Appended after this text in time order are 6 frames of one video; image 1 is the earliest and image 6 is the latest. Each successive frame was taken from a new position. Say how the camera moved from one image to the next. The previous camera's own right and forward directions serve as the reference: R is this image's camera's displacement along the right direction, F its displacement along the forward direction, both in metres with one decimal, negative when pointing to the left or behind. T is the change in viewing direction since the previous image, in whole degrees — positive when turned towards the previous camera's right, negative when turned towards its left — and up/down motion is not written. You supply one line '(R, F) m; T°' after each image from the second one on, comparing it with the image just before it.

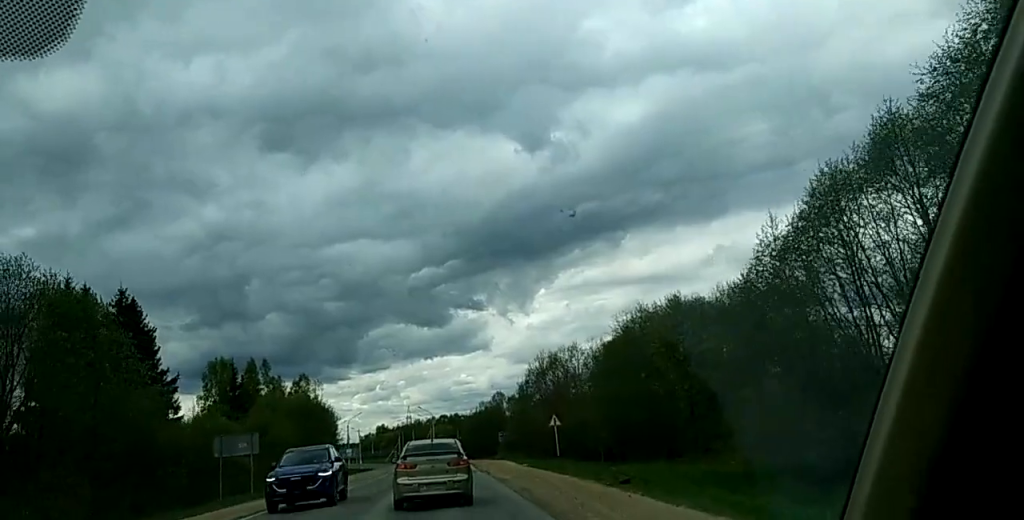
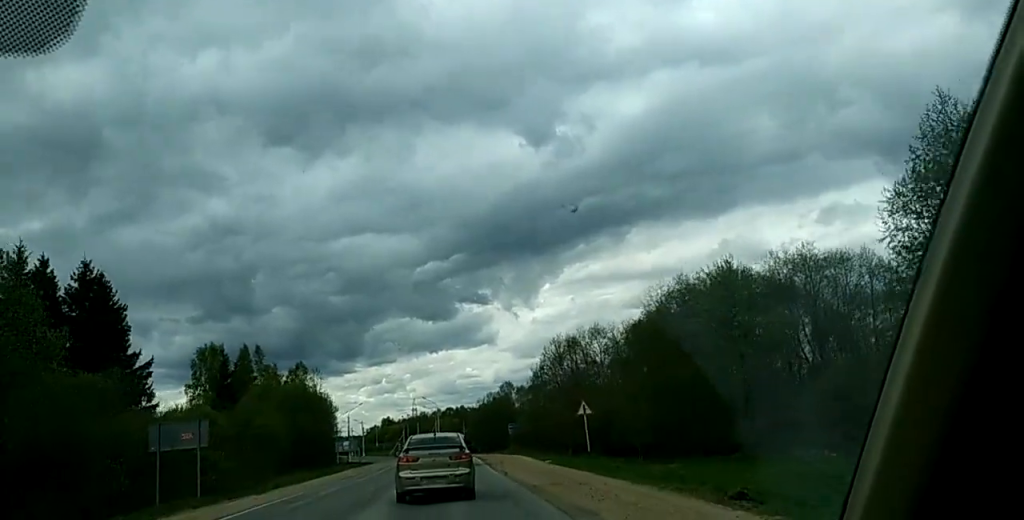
(+0.2, +9.9) m; 0°
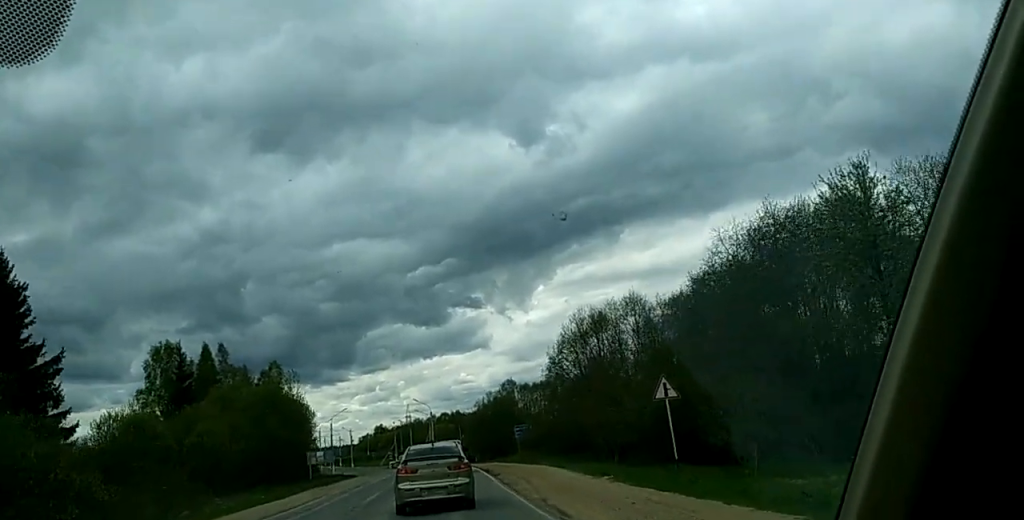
(-0.3, +16.5) m; 0°
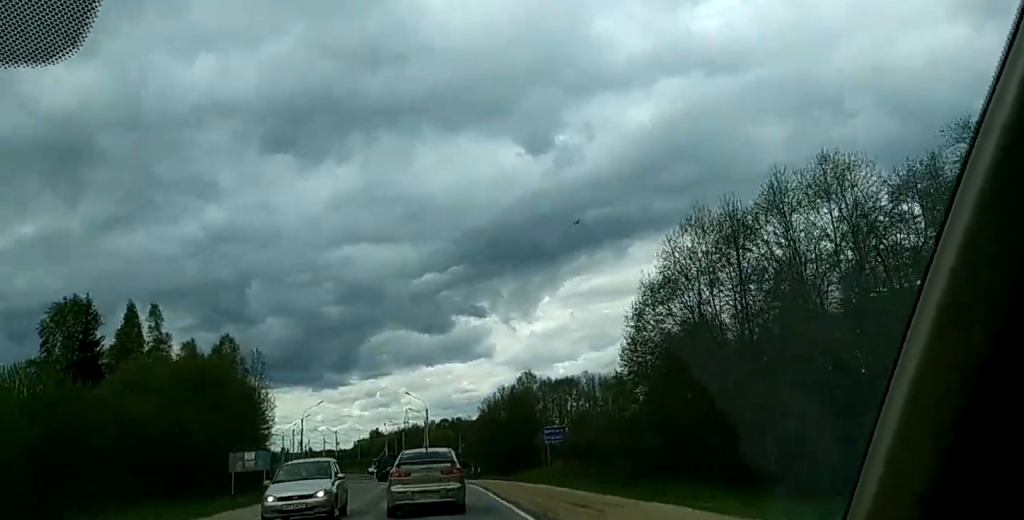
(0.0, +29.1) m; 0°
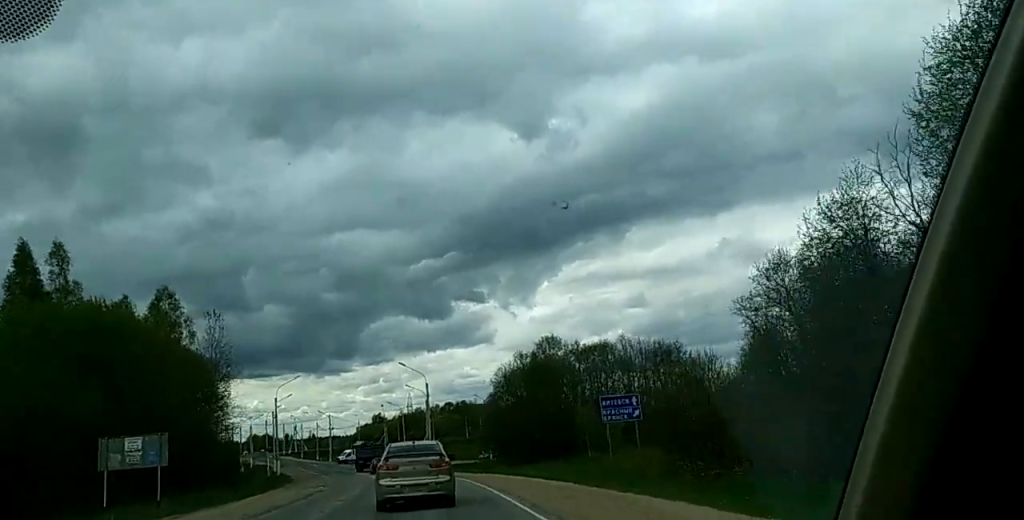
(-0.3, +21.3) m; 0°
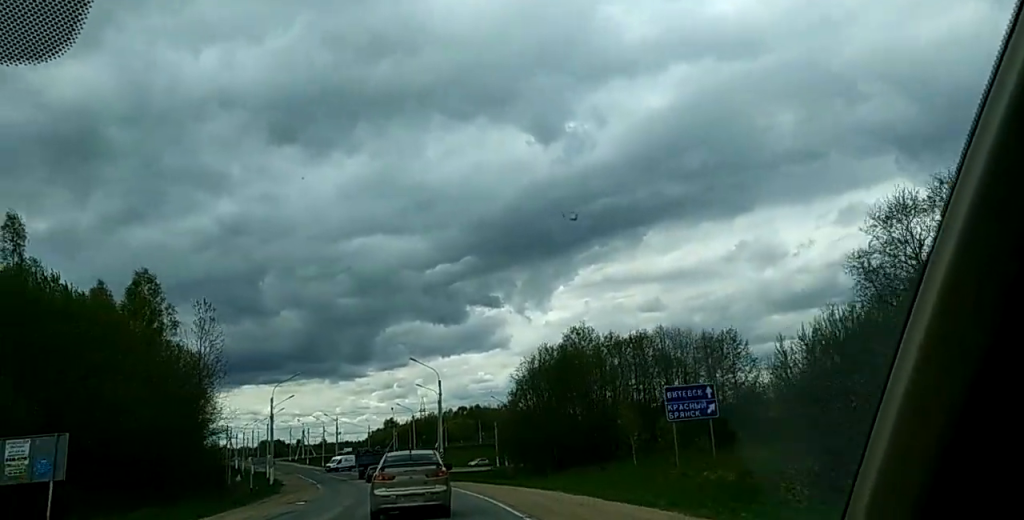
(+0.2, +9.9) m; 0°
